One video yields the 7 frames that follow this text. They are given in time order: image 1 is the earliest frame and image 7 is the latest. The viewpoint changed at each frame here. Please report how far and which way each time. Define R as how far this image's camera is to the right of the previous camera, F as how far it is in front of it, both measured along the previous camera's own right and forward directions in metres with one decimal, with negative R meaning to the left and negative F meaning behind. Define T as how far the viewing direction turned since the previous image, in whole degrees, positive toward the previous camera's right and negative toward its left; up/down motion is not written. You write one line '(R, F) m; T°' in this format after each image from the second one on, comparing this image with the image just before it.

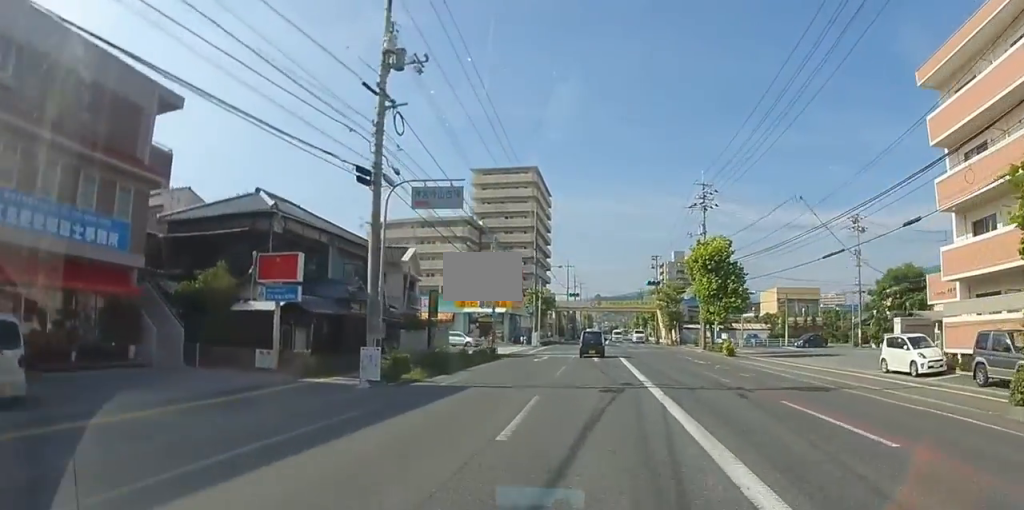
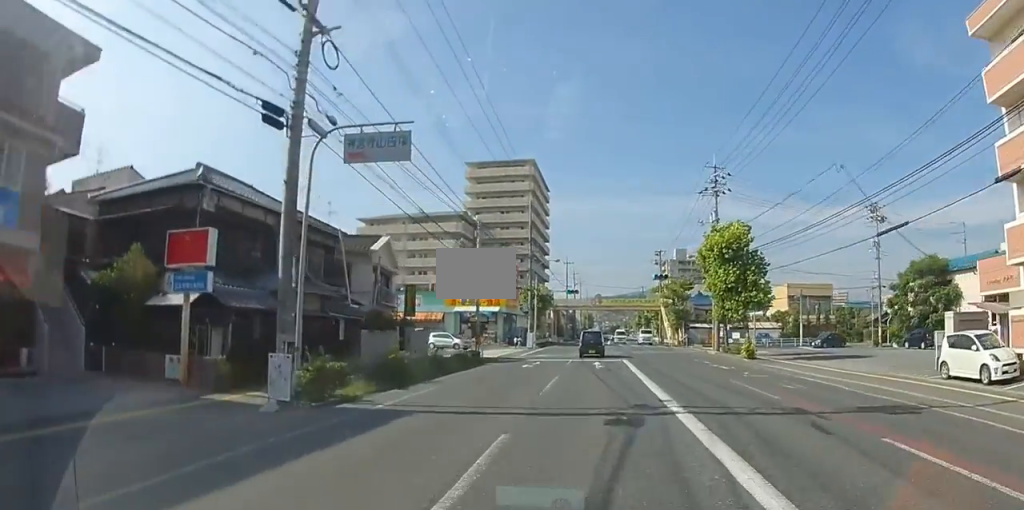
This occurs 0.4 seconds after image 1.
(0.0, +4.9) m; 0°
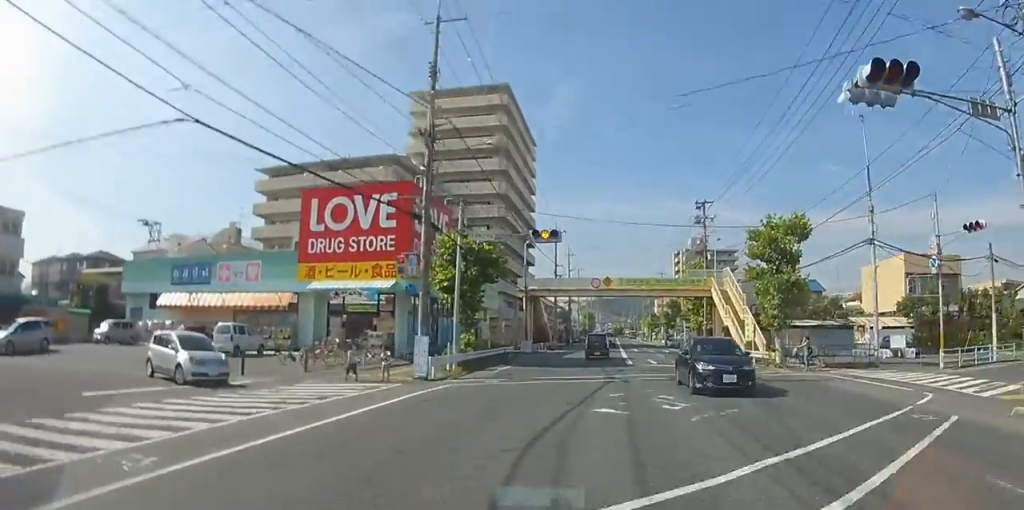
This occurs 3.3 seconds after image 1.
(0.0, +32.1) m; 0°
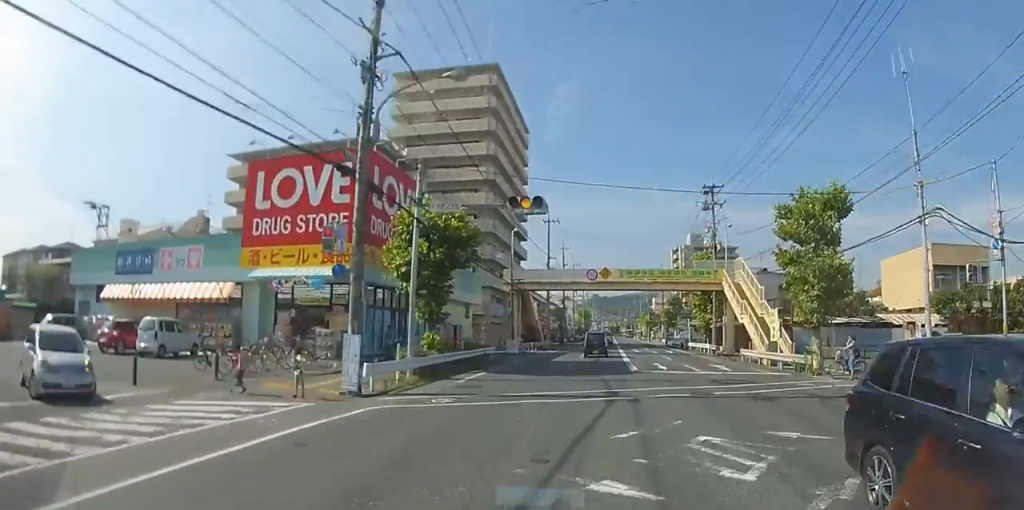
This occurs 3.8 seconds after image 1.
(0.0, +5.5) m; 0°
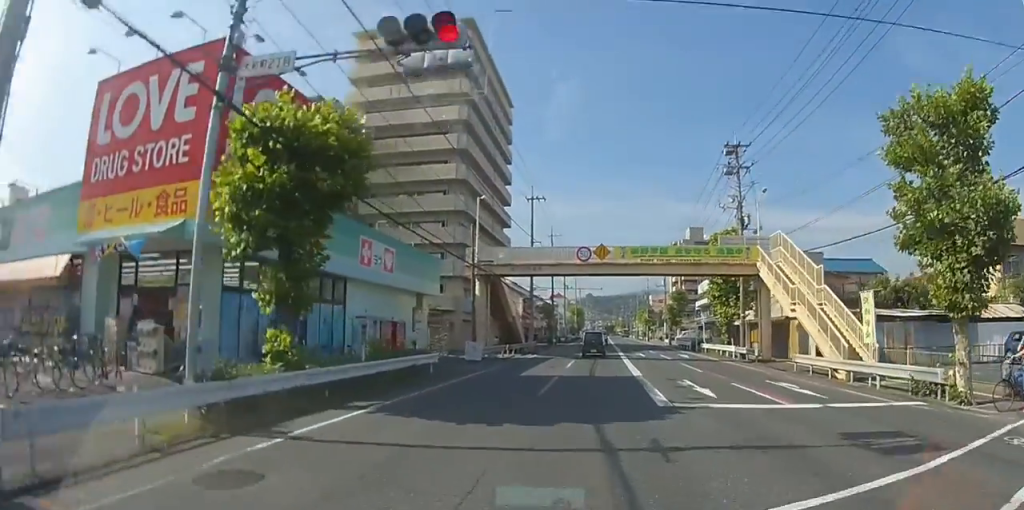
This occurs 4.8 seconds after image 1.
(0.0, +10.2) m; 0°
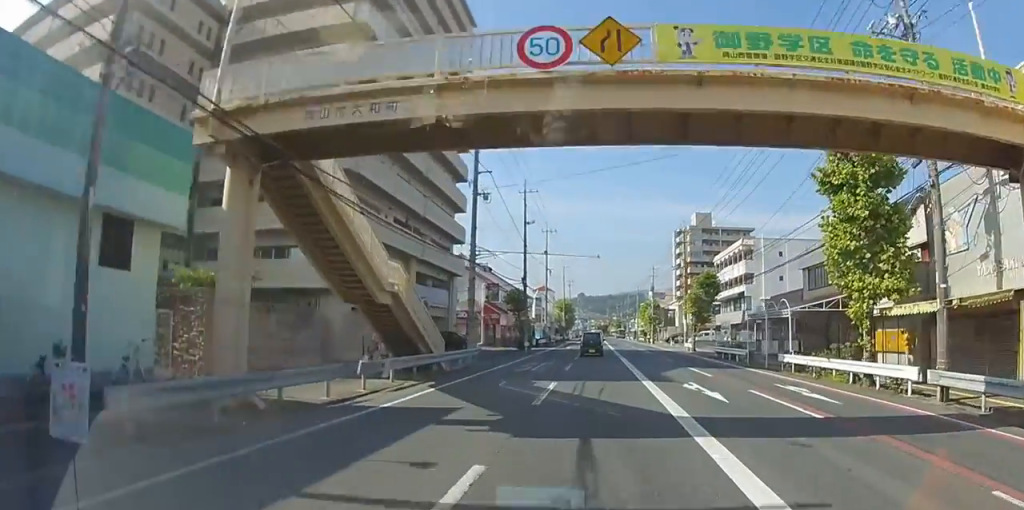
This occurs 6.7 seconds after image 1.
(+0.1, +21.0) m; +1°
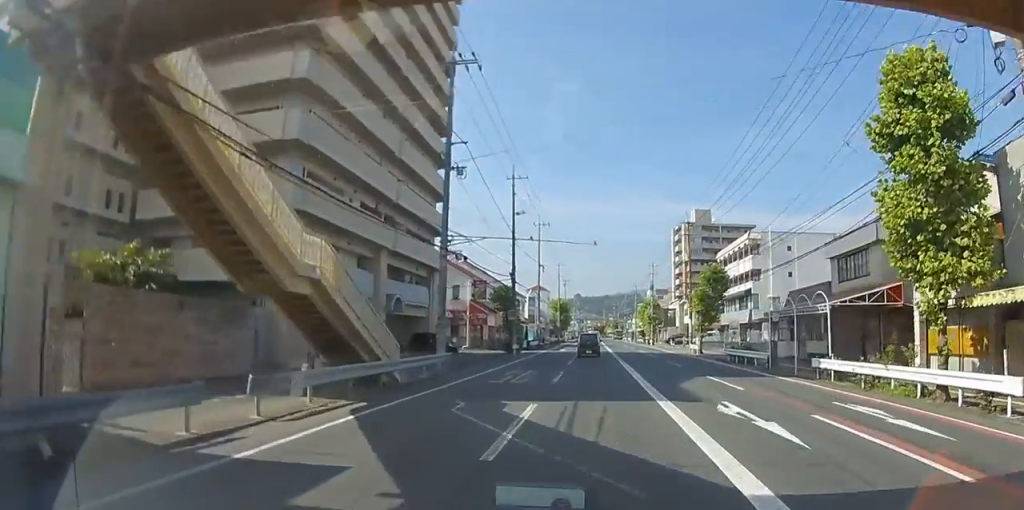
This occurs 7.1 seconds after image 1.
(0.0, +4.8) m; 0°
